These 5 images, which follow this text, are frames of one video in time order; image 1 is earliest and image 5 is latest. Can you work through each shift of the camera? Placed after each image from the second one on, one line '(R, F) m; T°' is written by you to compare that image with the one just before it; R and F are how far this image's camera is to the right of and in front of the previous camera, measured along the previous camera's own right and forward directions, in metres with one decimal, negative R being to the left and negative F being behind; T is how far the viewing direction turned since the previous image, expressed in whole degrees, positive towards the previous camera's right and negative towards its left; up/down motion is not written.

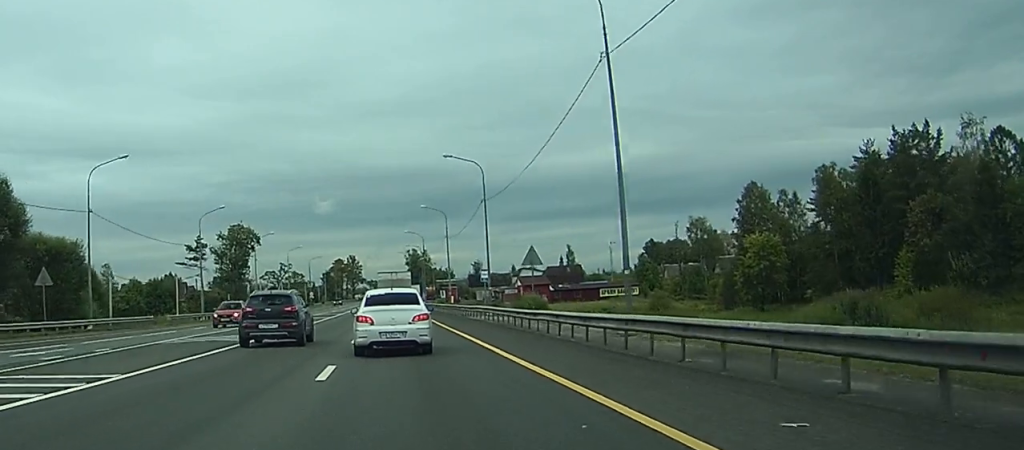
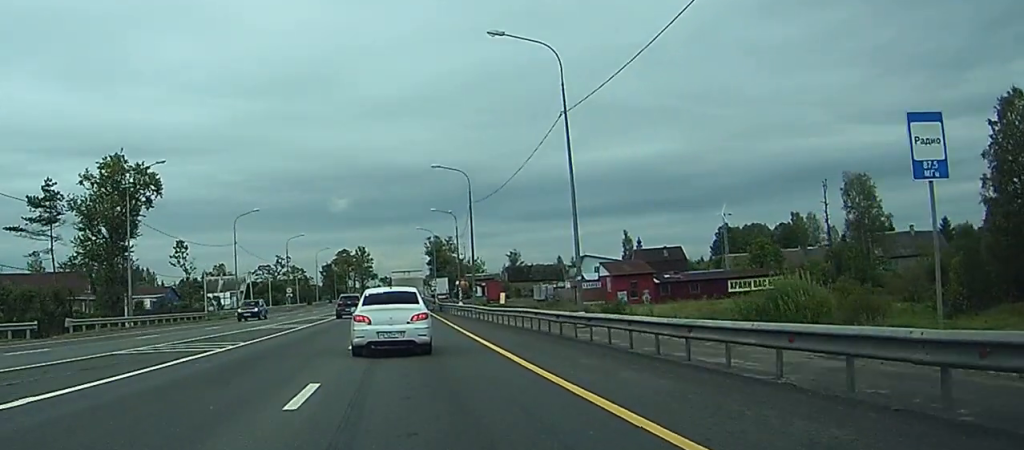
(+4.3, +68.0) m; +6°
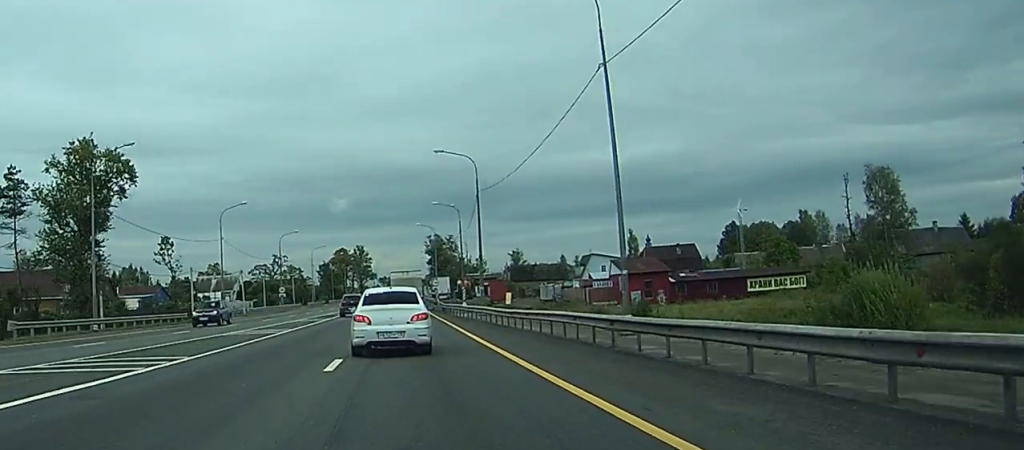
(0.0, +7.1) m; 0°
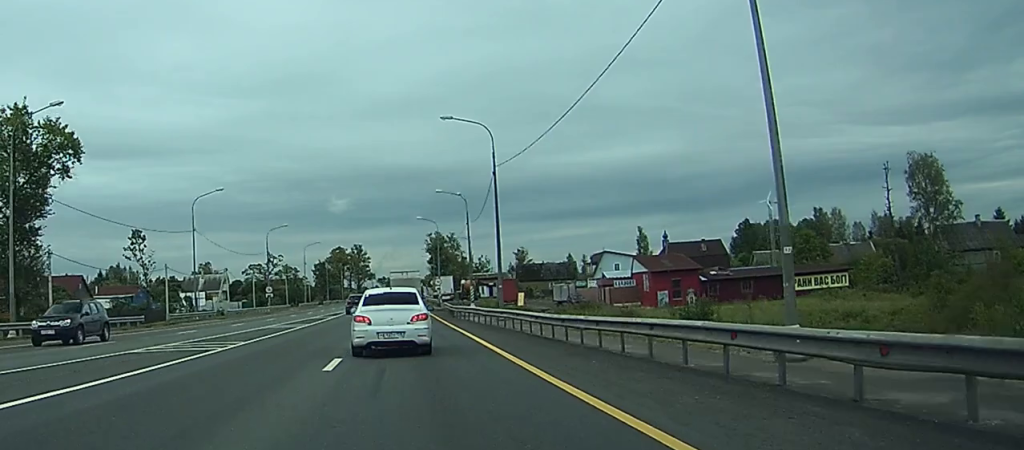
(0.0, +11.7) m; 0°
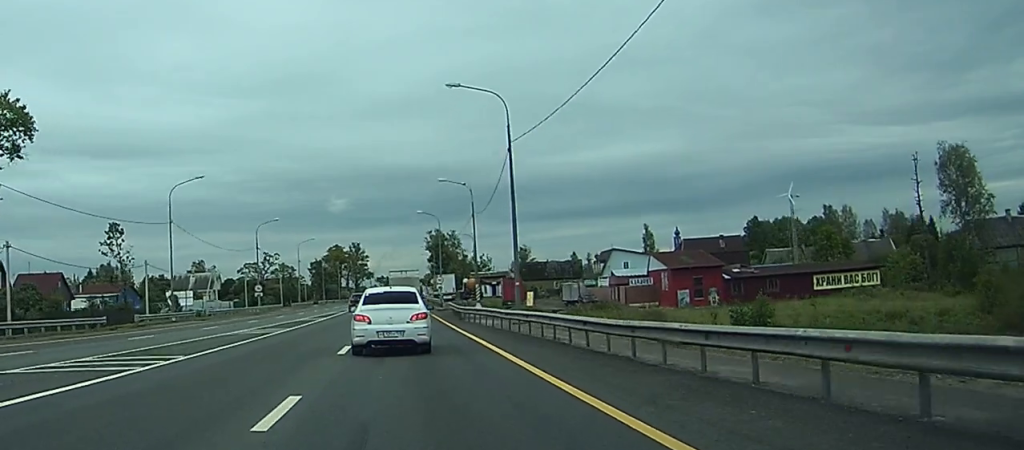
(0.0, +7.5) m; 0°
